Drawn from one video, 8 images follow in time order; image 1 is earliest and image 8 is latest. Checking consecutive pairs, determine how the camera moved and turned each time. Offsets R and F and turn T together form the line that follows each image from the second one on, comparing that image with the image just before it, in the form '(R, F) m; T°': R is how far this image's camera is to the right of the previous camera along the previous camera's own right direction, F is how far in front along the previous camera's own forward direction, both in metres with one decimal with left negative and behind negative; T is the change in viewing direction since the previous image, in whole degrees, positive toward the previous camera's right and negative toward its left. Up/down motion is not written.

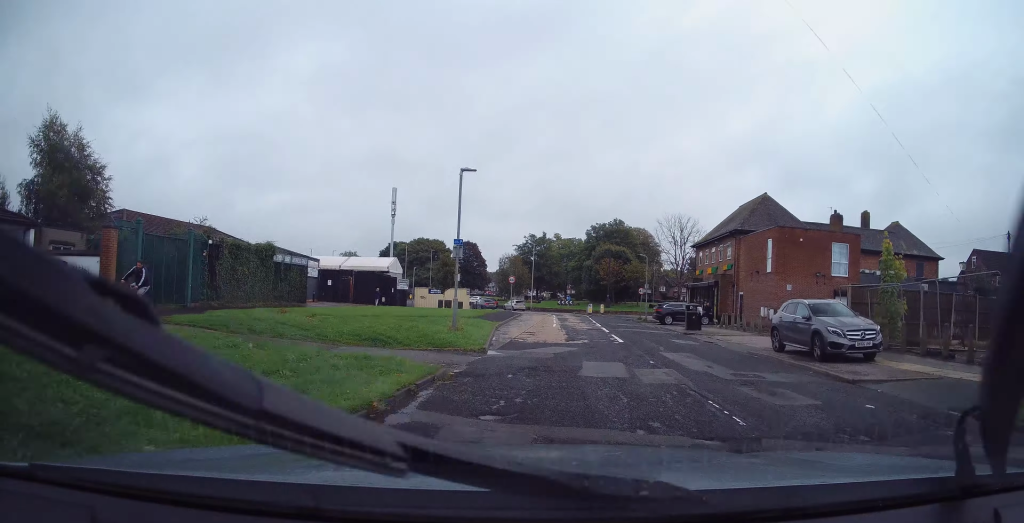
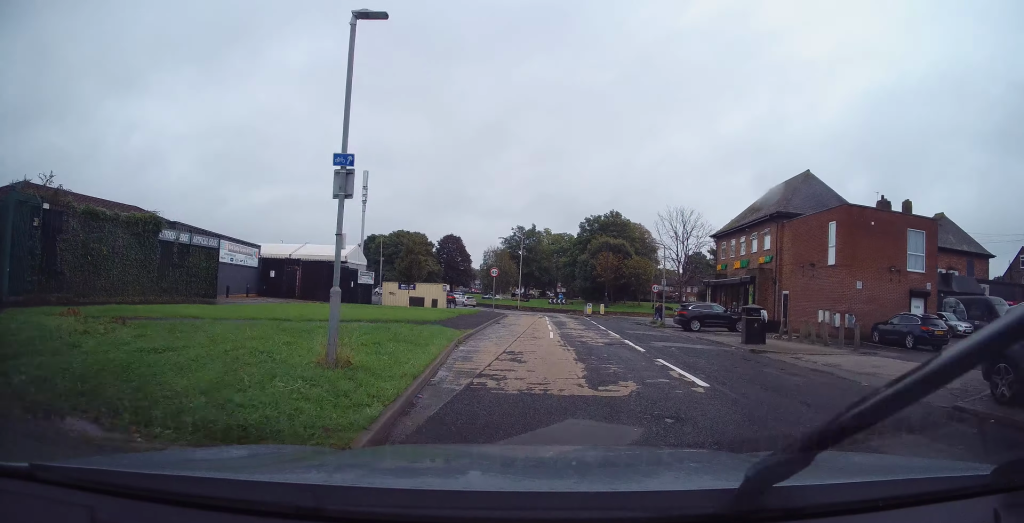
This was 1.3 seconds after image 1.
(0.0, +9.0) m; -1°
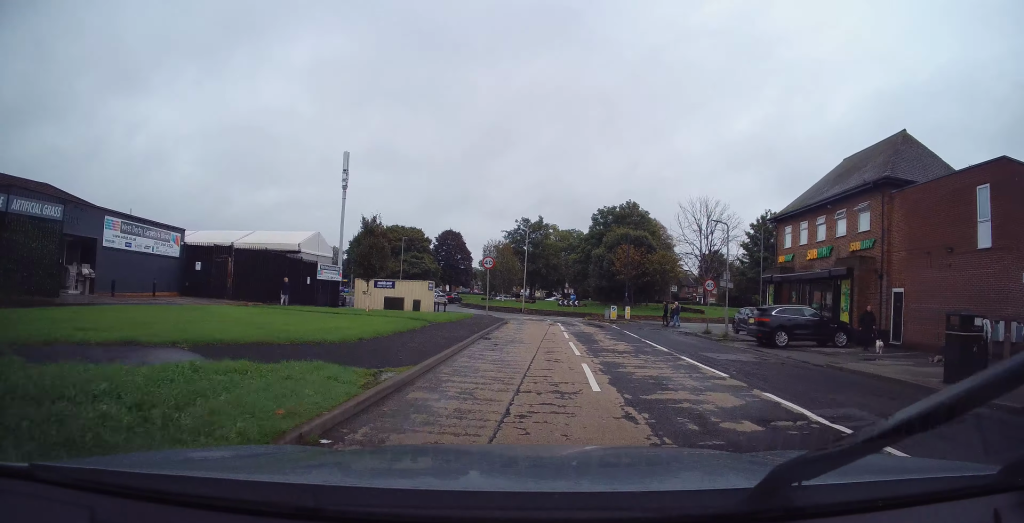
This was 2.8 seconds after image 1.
(-0.1, +10.5) m; +2°
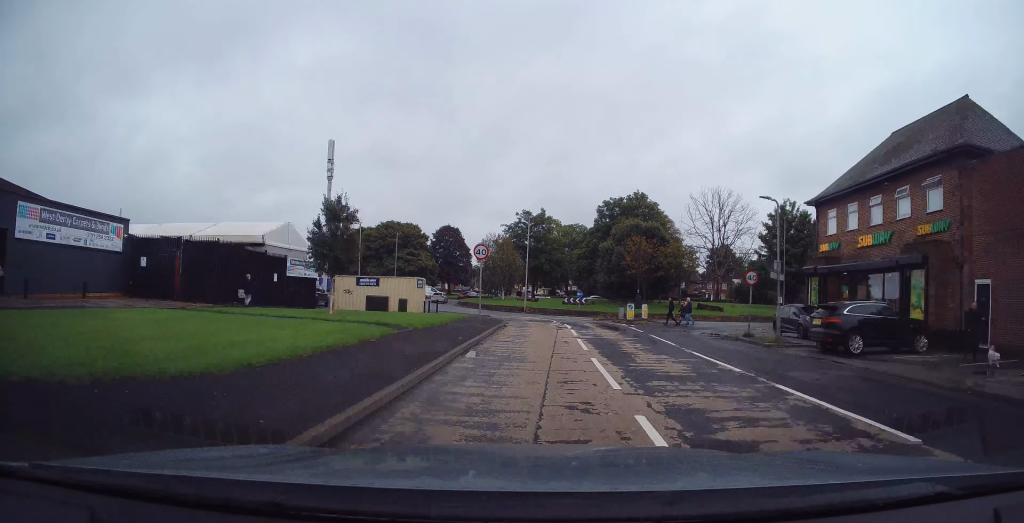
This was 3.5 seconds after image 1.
(+0.2, +5.2) m; +1°
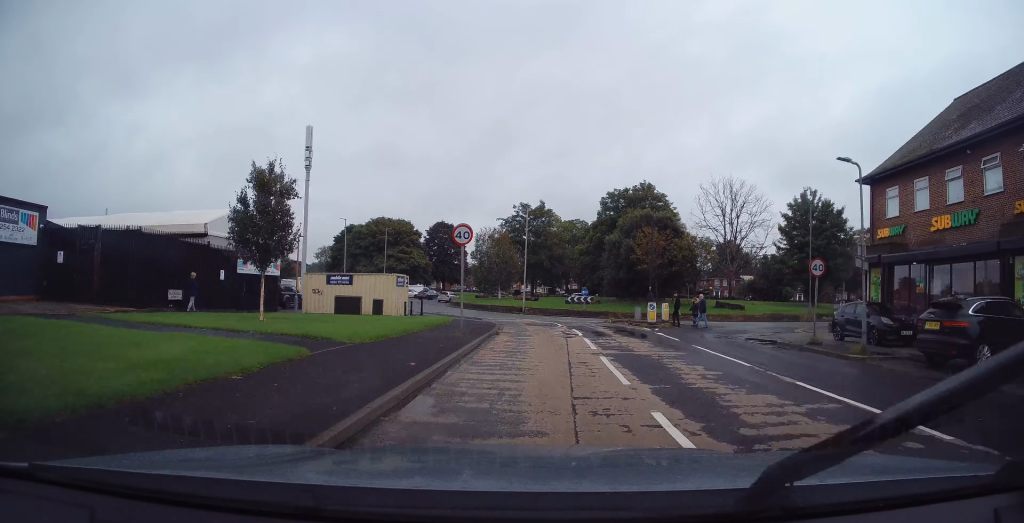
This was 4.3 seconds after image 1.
(0.0, +5.6) m; -1°
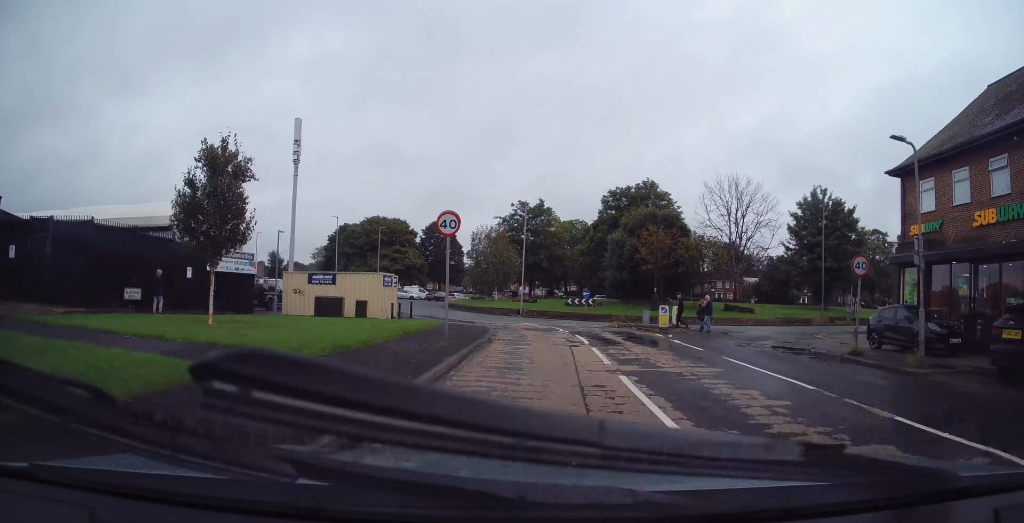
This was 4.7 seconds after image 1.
(+0.1, +2.6) m; -1°
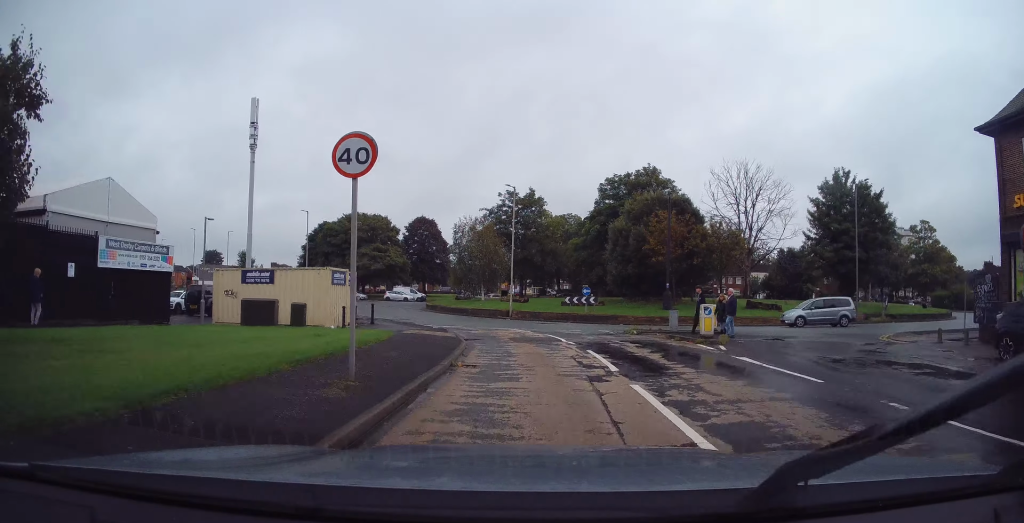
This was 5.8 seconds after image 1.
(-0.2, +6.7) m; +2°
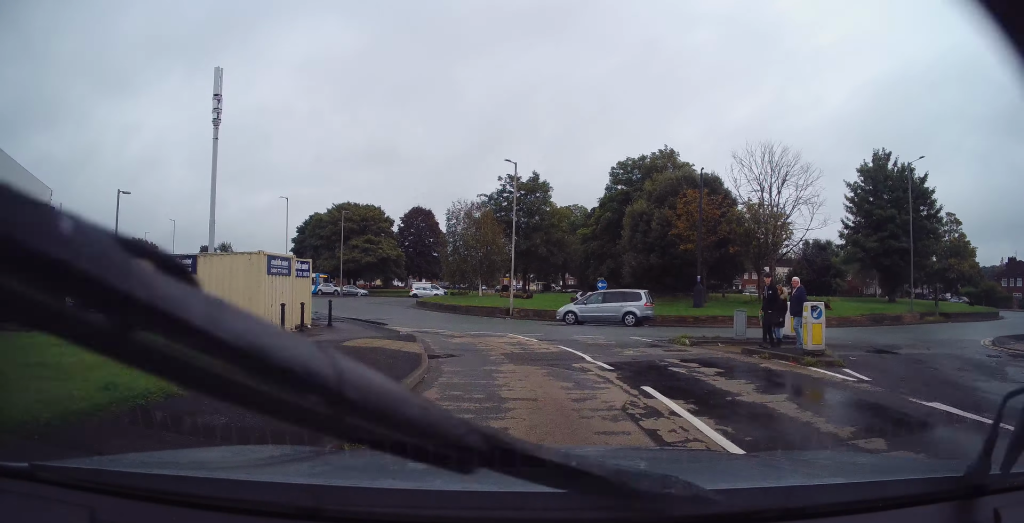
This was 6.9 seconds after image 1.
(+0.3, +6.4) m; -3°
